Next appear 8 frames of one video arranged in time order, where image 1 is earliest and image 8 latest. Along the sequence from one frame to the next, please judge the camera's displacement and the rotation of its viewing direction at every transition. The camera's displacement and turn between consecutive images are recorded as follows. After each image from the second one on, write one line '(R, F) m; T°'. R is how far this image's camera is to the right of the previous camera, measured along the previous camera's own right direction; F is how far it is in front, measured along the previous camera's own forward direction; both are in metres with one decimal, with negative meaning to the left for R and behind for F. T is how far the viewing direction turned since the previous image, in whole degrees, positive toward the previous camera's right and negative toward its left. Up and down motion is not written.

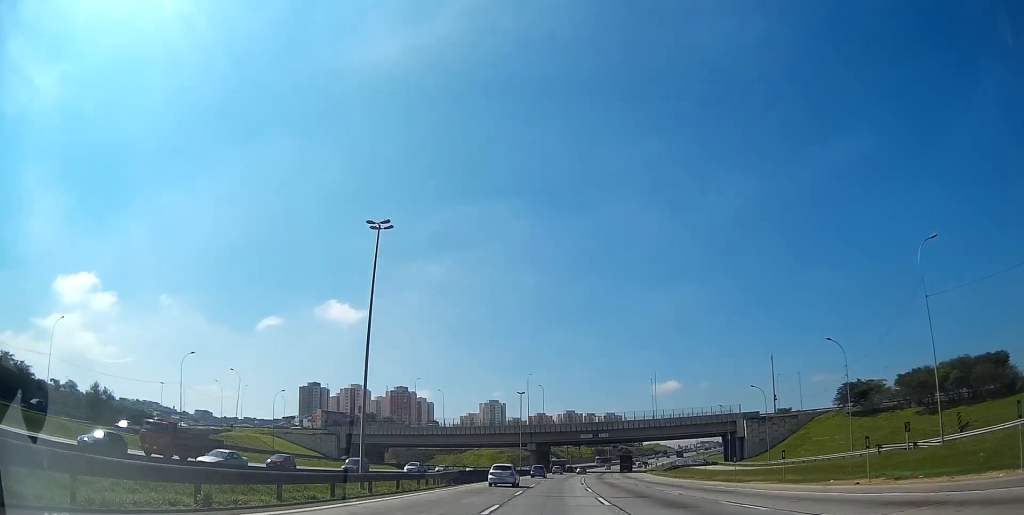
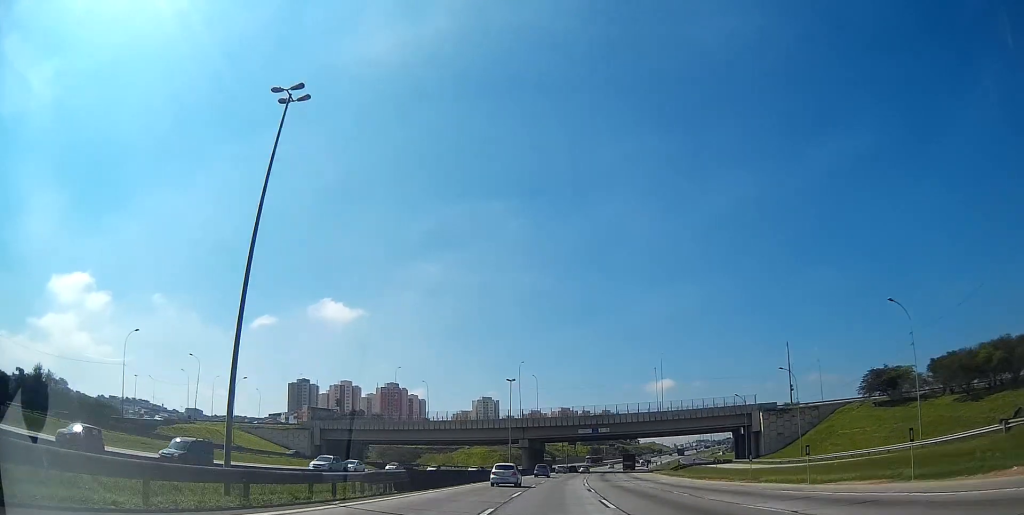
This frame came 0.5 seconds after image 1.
(0.0, +15.1) m; 0°
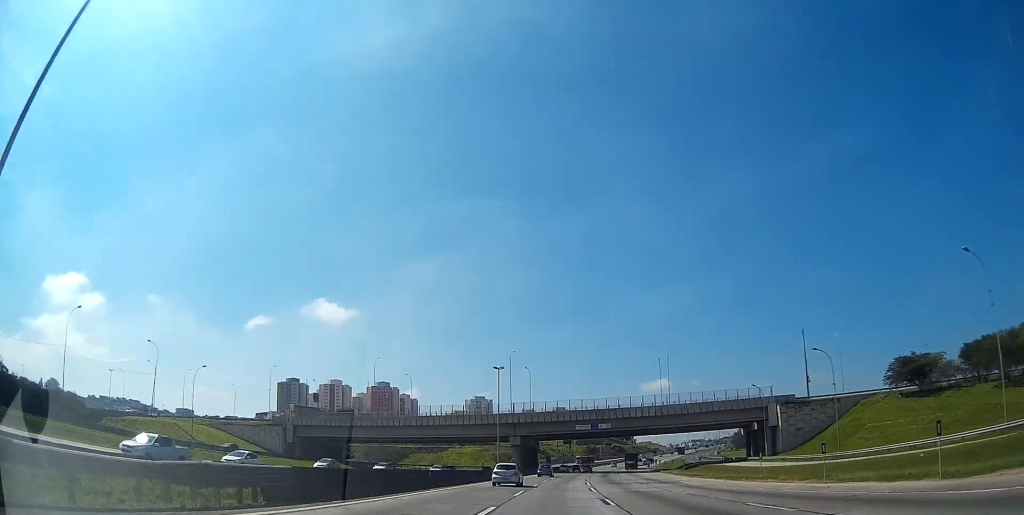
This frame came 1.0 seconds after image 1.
(0.0, +14.0) m; 0°
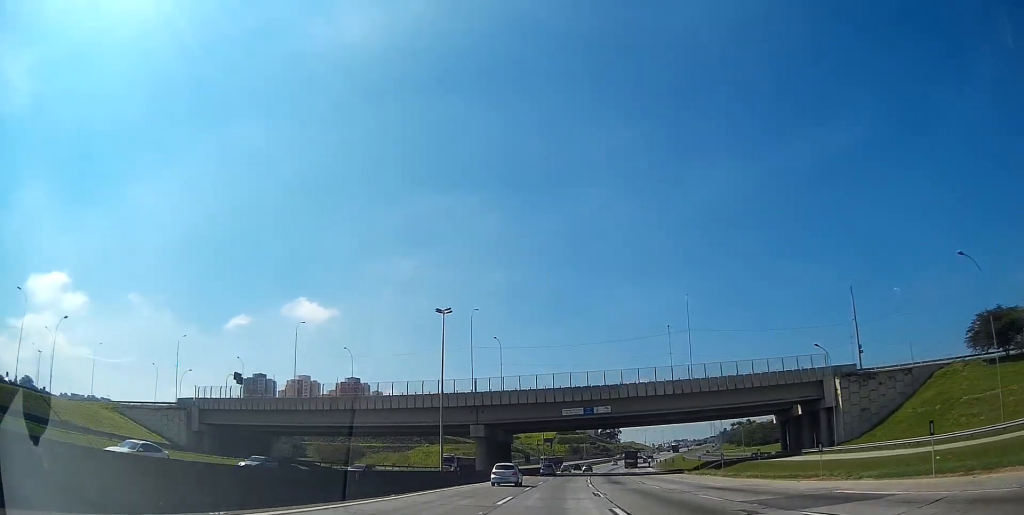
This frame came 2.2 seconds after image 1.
(+0.2, +33.1) m; +1°
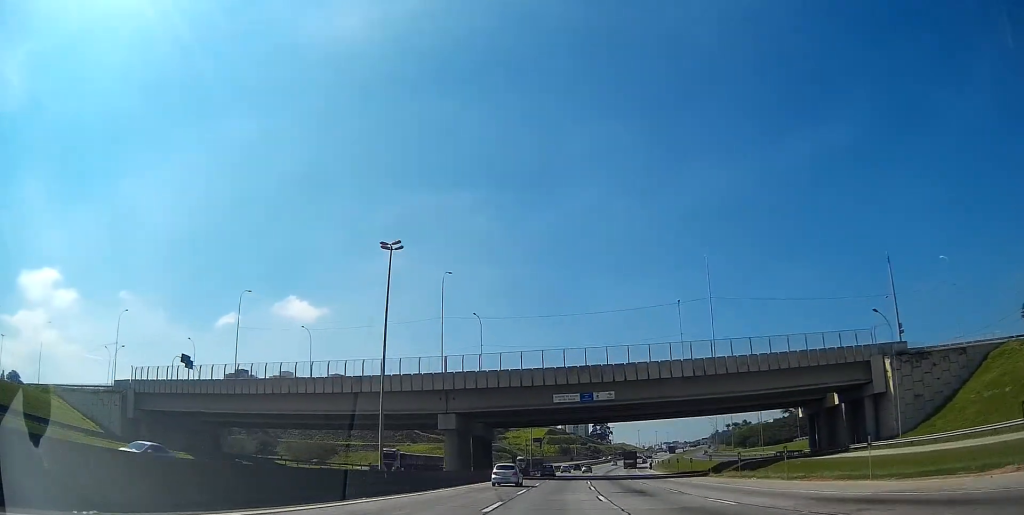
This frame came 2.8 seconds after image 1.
(+0.1, +16.0) m; +1°
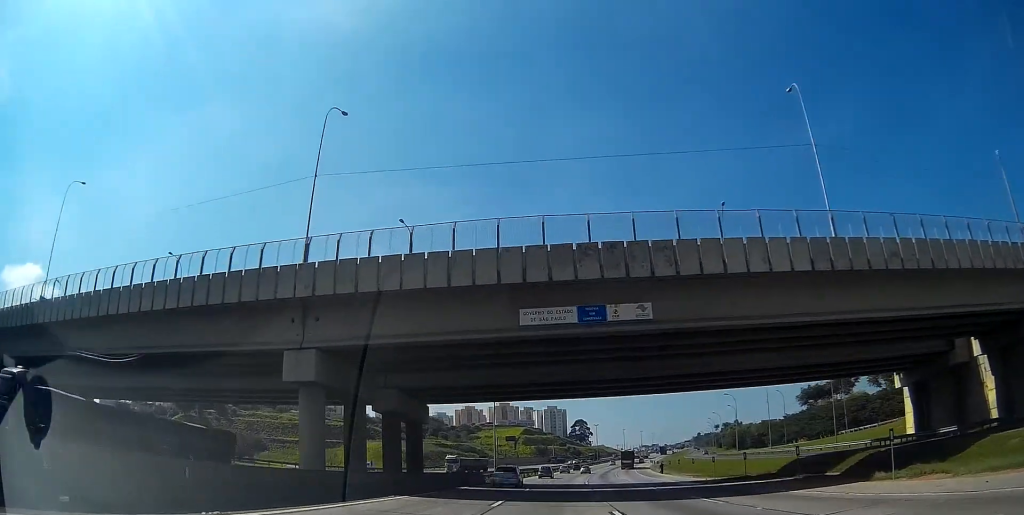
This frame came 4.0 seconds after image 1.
(+0.7, +35.5) m; +2°
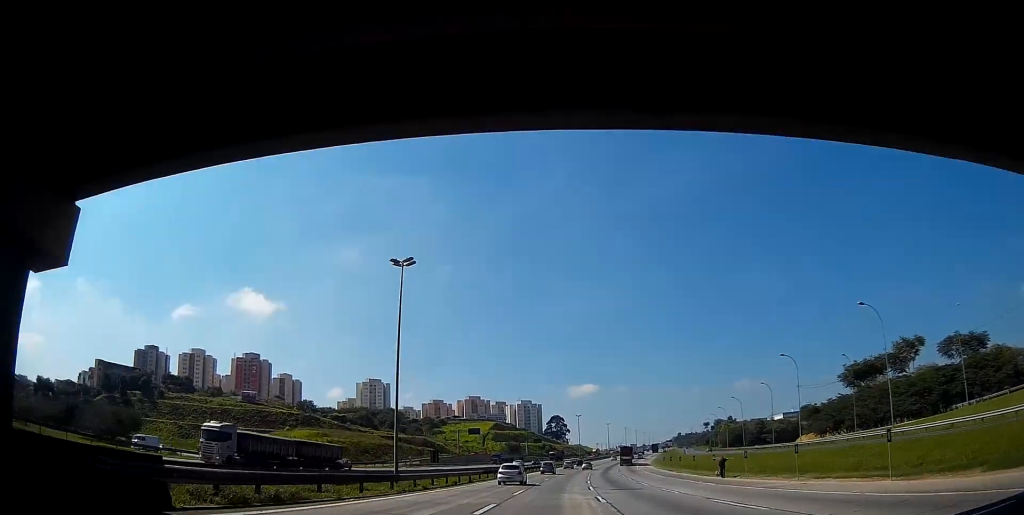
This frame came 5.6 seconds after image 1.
(+0.6, +45.5) m; +3°
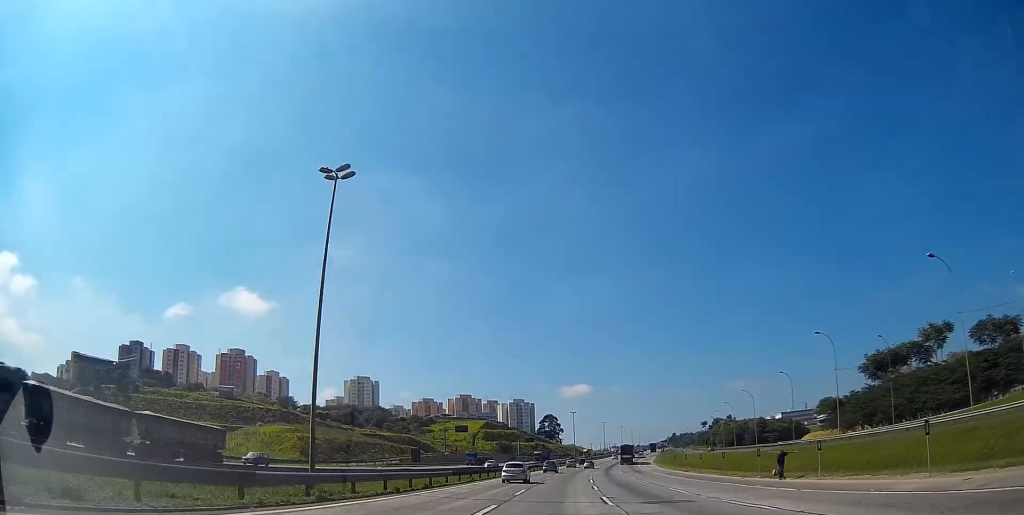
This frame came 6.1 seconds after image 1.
(+0.5, +13.7) m; +2°
